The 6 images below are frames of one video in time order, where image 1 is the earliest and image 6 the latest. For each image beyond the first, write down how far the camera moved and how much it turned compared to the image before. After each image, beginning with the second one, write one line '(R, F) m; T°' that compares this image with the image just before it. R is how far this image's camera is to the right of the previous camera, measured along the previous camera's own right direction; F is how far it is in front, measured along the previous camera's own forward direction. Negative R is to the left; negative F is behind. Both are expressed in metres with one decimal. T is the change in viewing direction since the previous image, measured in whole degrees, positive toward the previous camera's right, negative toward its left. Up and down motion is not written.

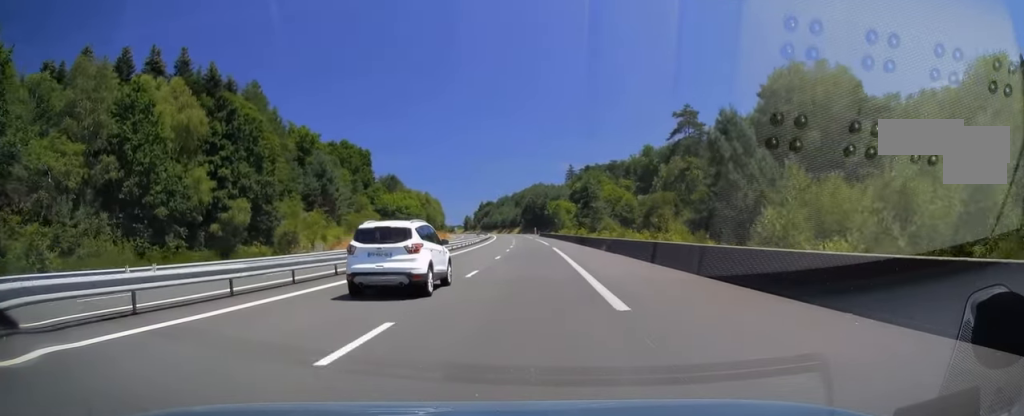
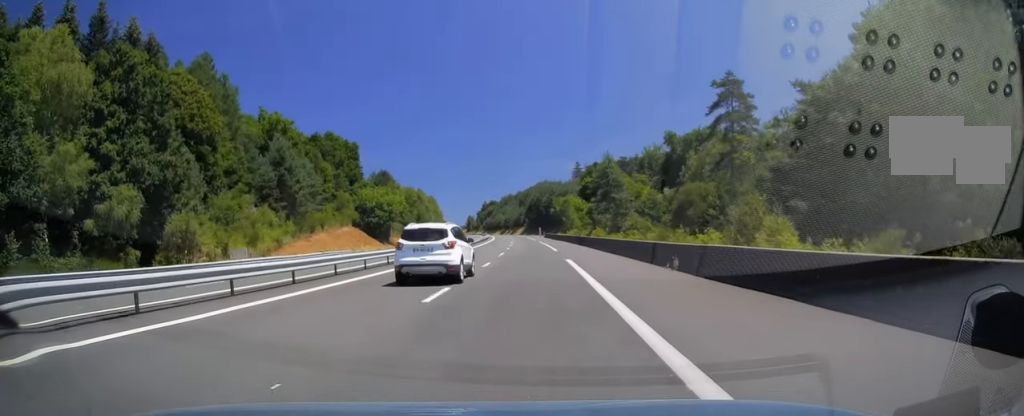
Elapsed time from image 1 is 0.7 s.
(0.0, +19.9) m; 0°
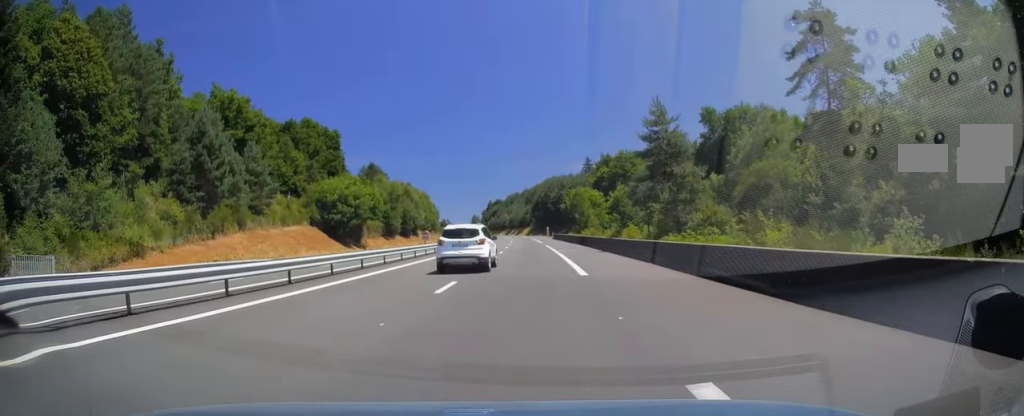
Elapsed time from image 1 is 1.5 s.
(0.0, +24.2) m; -1°
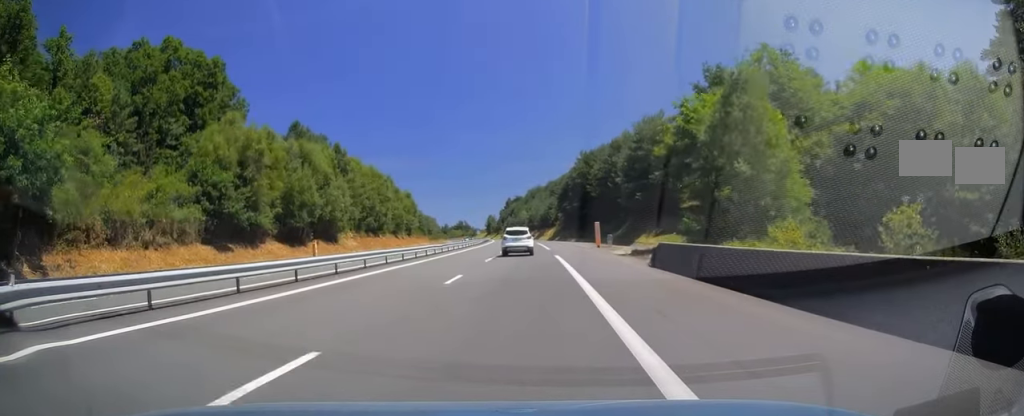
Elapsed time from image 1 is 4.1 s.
(-2.5, +75.2) m; -3°
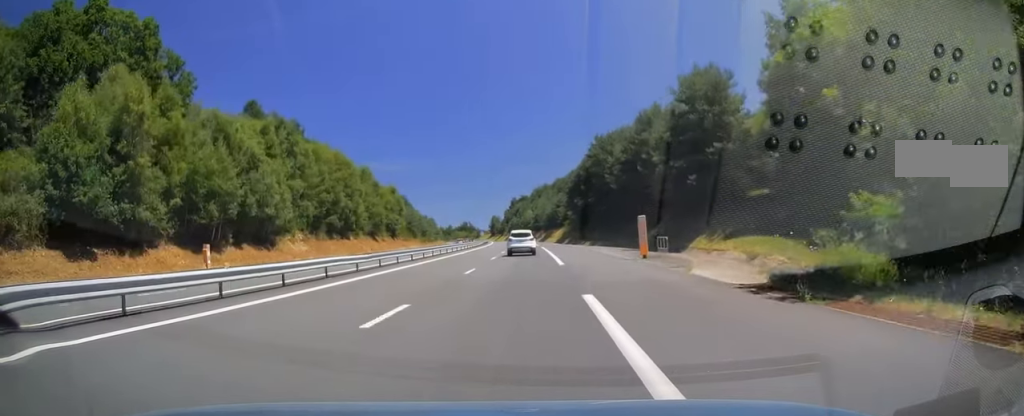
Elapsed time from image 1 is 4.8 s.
(+0.1, +20.9) m; -1°
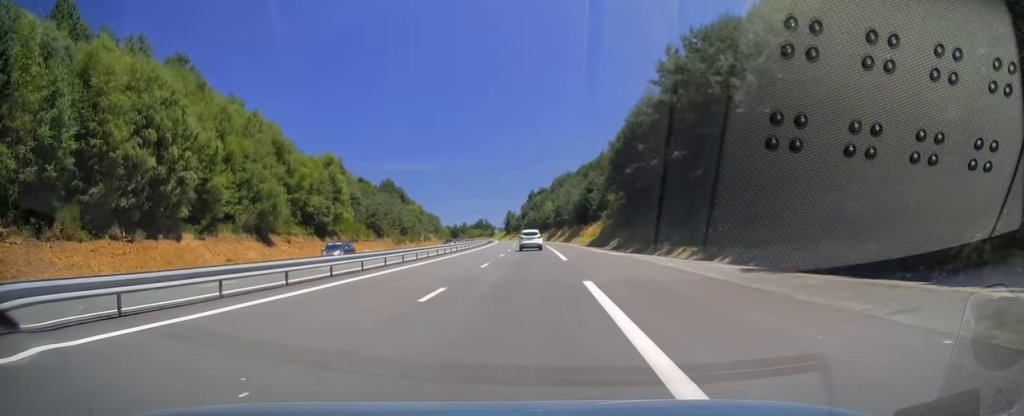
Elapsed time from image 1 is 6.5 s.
(-0.8, +48.5) m; -2°
